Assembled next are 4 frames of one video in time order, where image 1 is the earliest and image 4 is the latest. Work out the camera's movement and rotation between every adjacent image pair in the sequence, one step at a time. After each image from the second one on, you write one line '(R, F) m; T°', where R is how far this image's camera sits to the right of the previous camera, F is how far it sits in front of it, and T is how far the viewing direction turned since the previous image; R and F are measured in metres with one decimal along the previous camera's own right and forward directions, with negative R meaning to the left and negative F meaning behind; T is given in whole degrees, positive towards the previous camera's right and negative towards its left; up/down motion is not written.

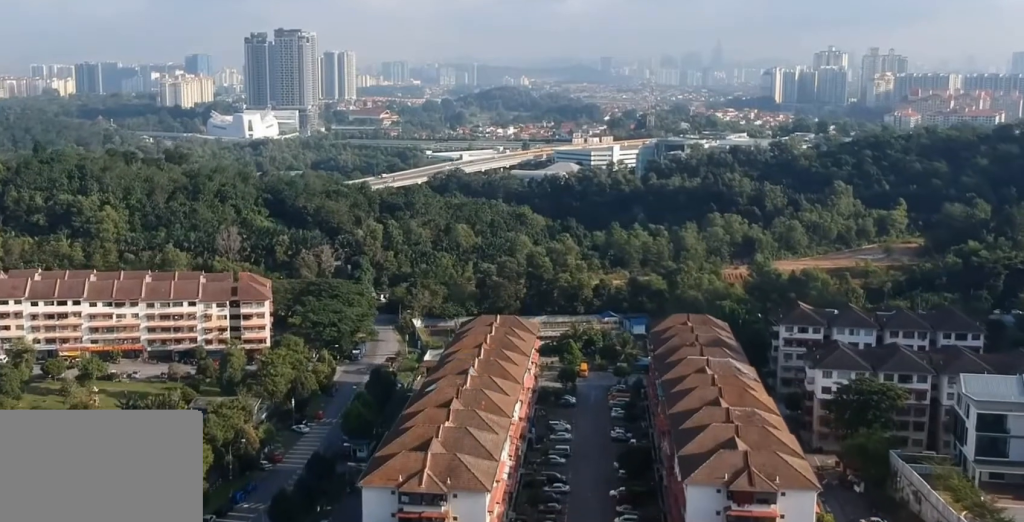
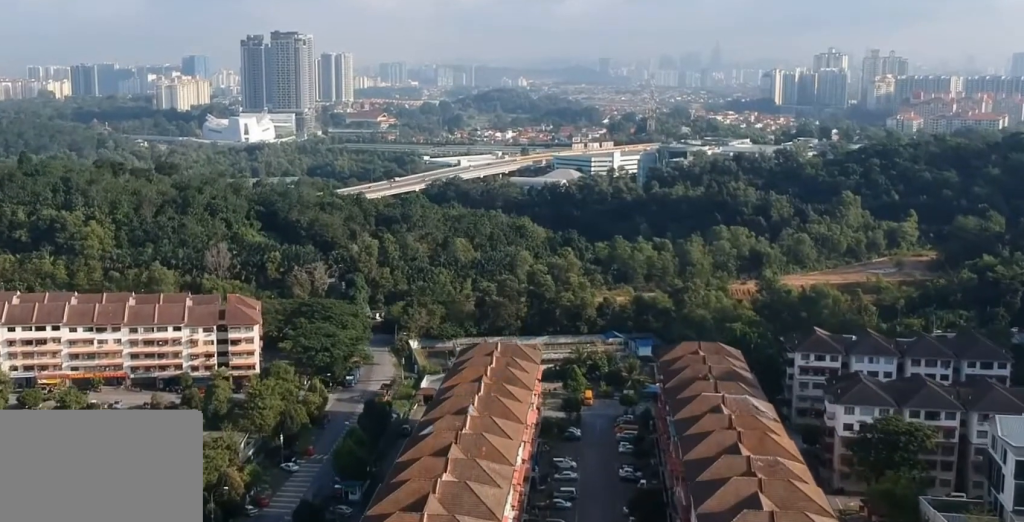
(0.0, +12.8) m; 0°
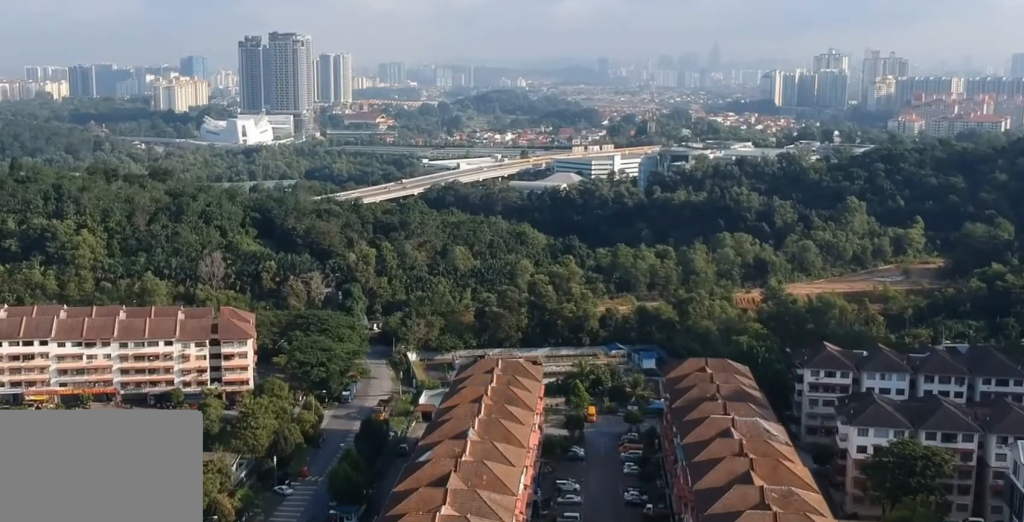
(0.0, +7.2) m; 0°
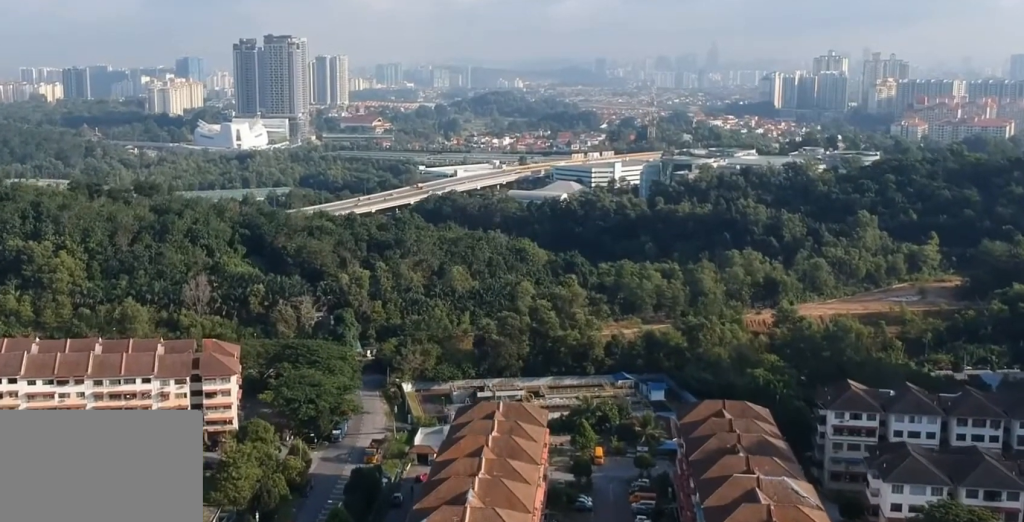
(0.0, +17.1) m; 0°
